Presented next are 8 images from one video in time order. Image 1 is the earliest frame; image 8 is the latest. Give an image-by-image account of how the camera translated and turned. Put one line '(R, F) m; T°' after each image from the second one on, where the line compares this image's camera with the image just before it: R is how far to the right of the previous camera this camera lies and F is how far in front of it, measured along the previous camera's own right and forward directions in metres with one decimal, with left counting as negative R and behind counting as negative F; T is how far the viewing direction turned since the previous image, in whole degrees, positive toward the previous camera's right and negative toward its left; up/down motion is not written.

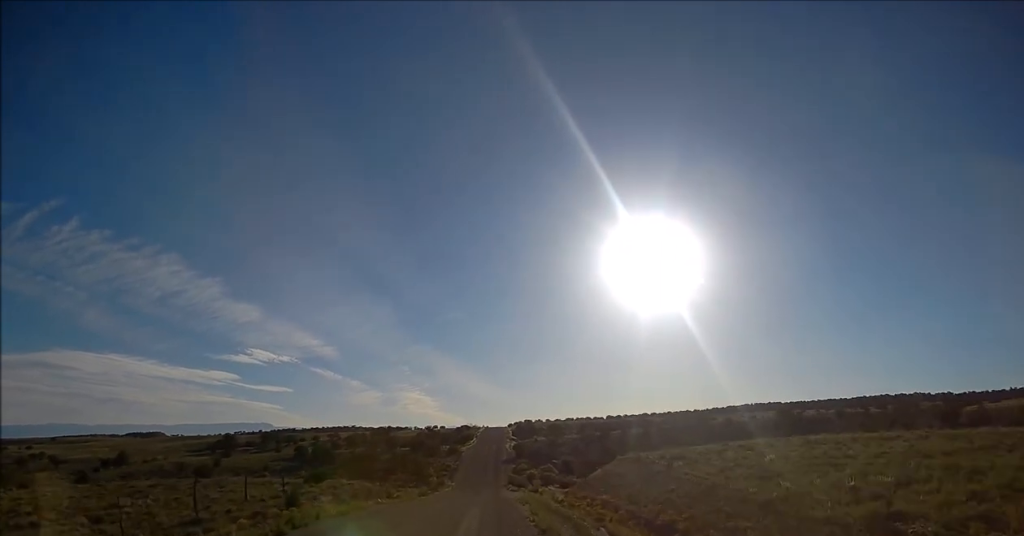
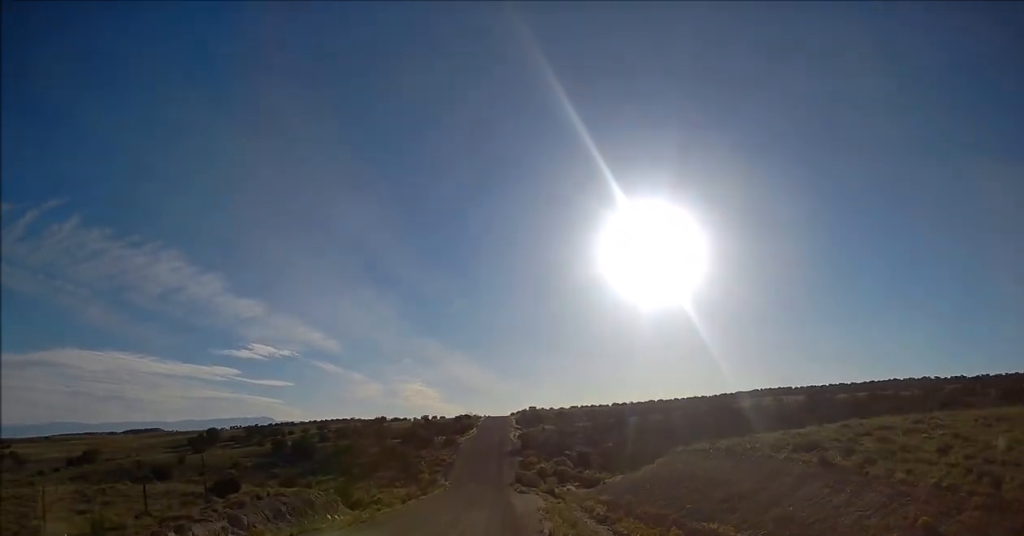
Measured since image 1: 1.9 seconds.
(0.0, +16.0) m; 0°
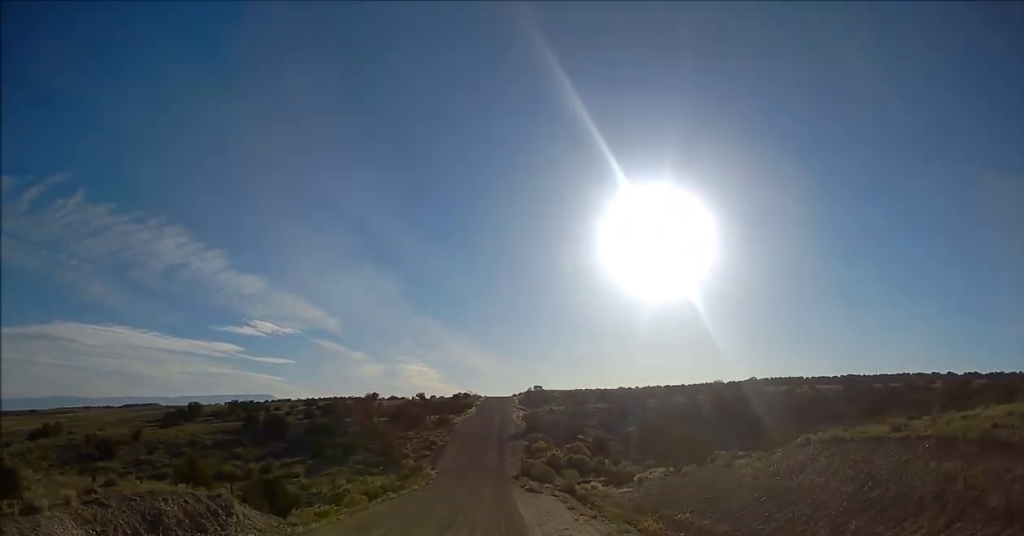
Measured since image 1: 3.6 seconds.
(-0.1, +14.7) m; -1°
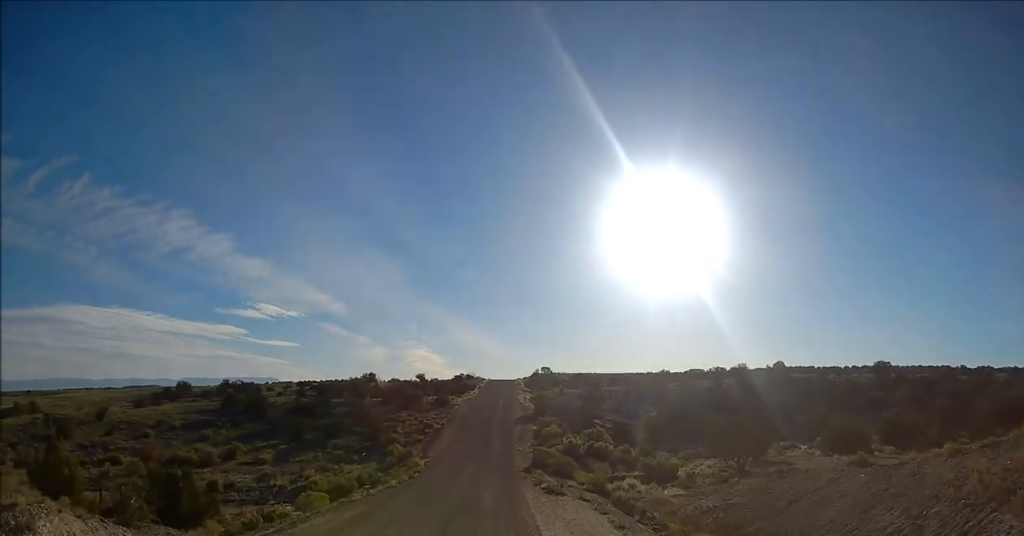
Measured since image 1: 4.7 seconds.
(-0.1, +10.3) m; 0°
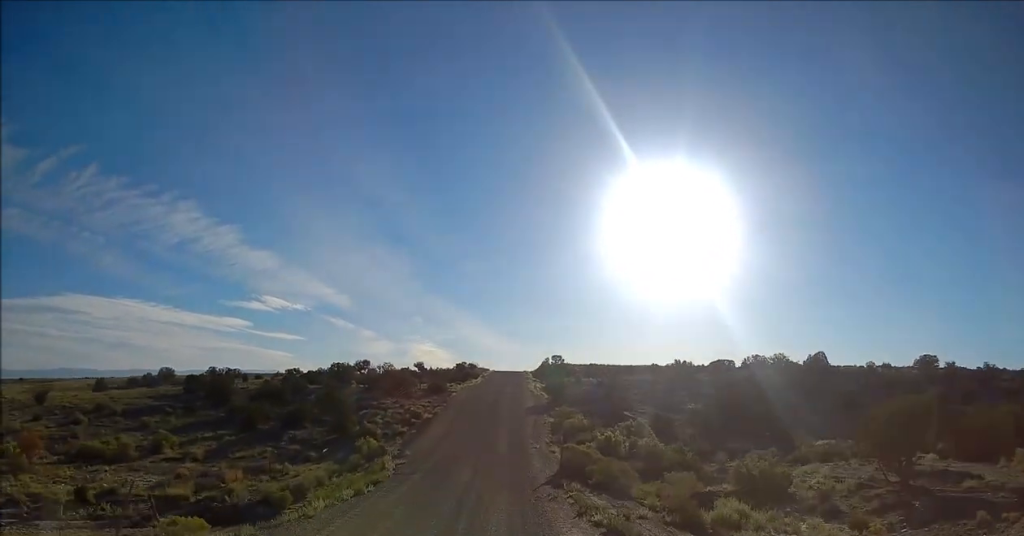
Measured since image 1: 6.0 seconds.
(+0.2, +15.0) m; +1°
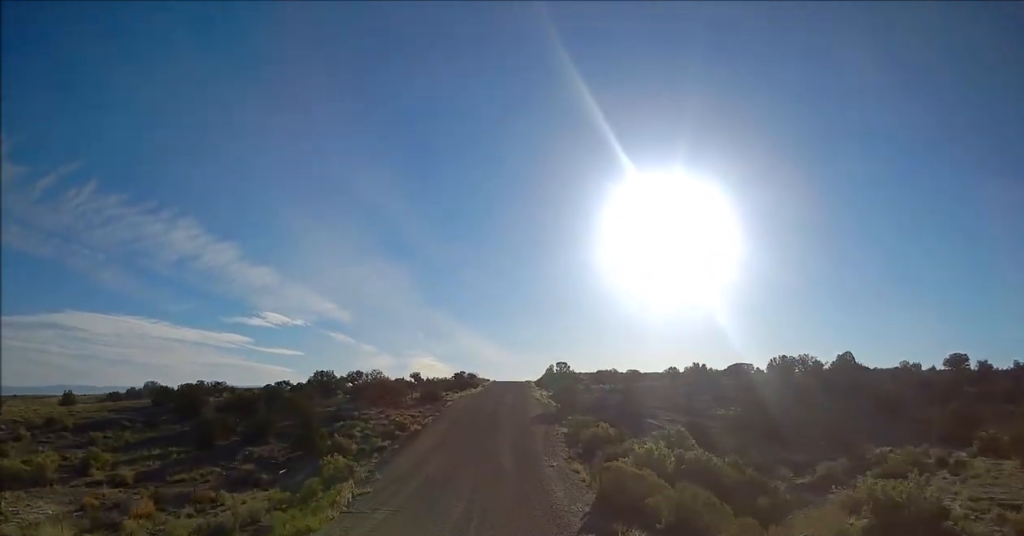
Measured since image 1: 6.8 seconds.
(+0.1, +9.0) m; -1°
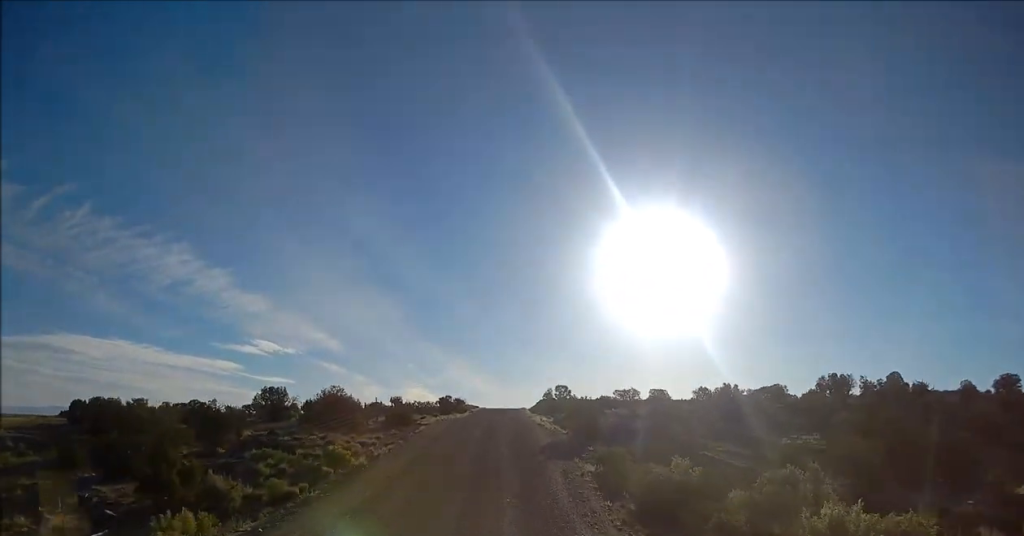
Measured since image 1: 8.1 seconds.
(-0.2, +14.7) m; 0°
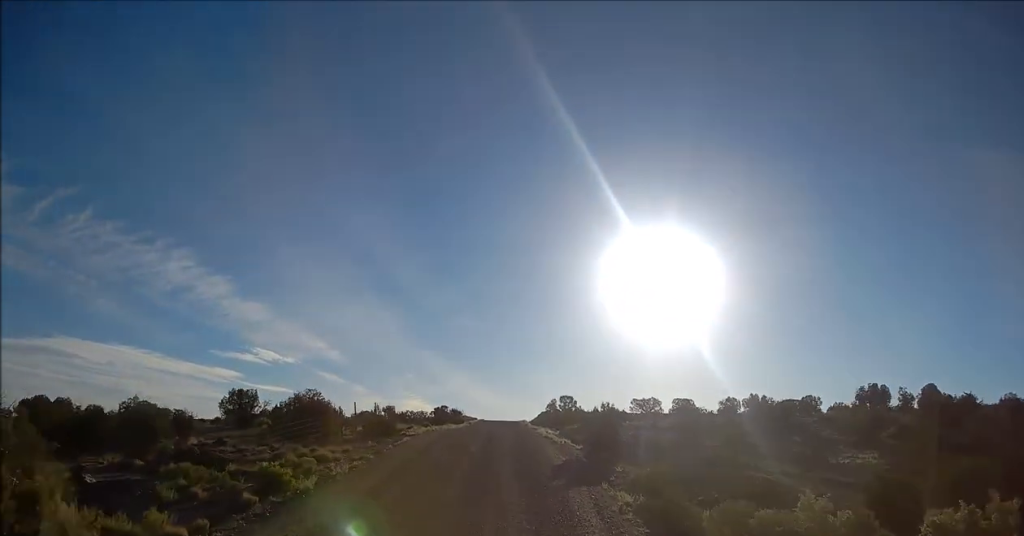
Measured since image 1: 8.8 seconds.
(0.0, +7.7) m; 0°
